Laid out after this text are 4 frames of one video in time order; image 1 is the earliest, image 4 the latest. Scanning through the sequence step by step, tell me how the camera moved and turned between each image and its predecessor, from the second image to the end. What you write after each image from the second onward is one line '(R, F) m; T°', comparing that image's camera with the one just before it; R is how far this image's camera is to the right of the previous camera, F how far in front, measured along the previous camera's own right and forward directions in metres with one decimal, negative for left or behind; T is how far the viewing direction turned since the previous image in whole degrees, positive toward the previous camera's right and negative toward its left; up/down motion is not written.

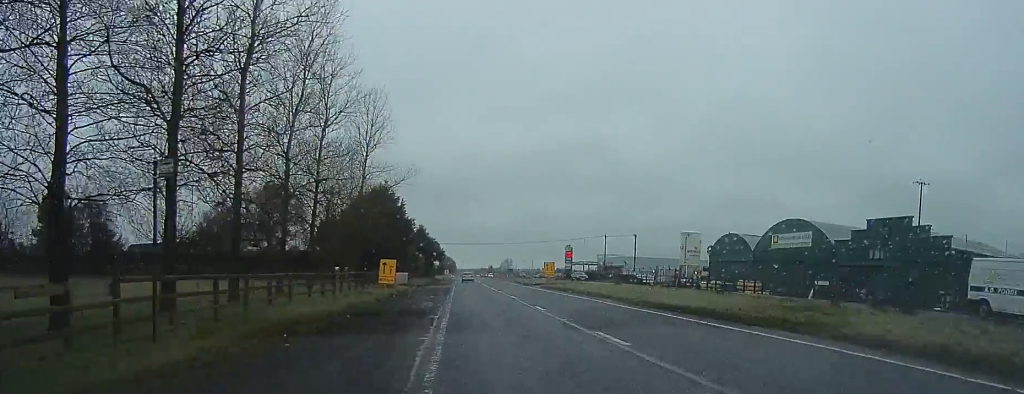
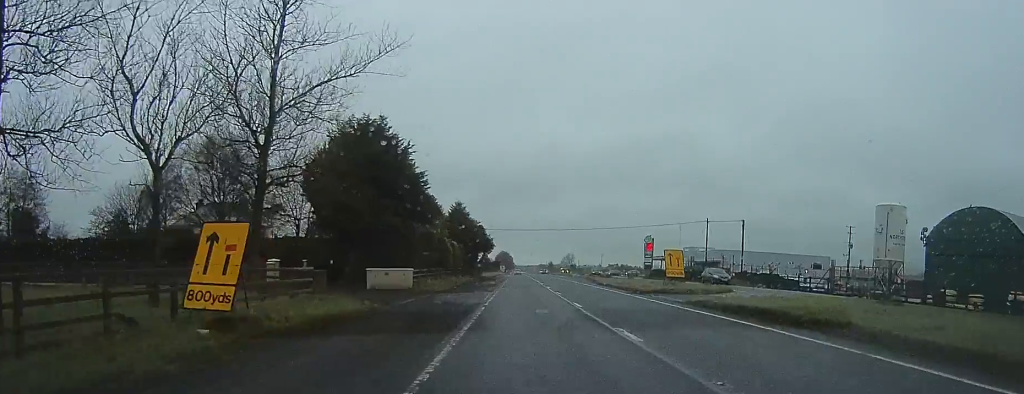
(-0.7, +28.1) m; -10°
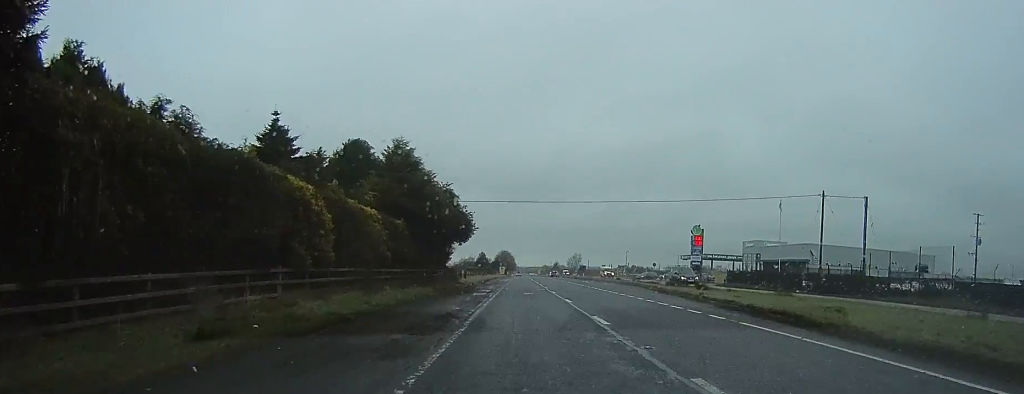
(+1.7, +33.1) m; +3°
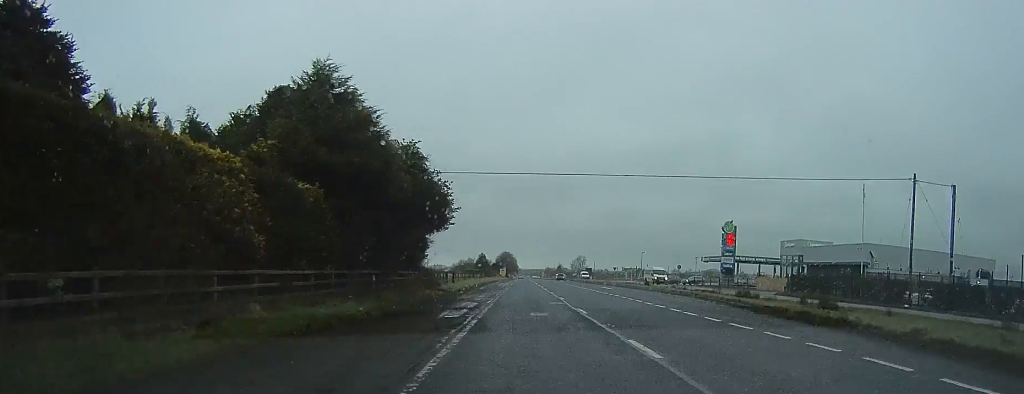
(-0.8, +13.9) m; 0°
